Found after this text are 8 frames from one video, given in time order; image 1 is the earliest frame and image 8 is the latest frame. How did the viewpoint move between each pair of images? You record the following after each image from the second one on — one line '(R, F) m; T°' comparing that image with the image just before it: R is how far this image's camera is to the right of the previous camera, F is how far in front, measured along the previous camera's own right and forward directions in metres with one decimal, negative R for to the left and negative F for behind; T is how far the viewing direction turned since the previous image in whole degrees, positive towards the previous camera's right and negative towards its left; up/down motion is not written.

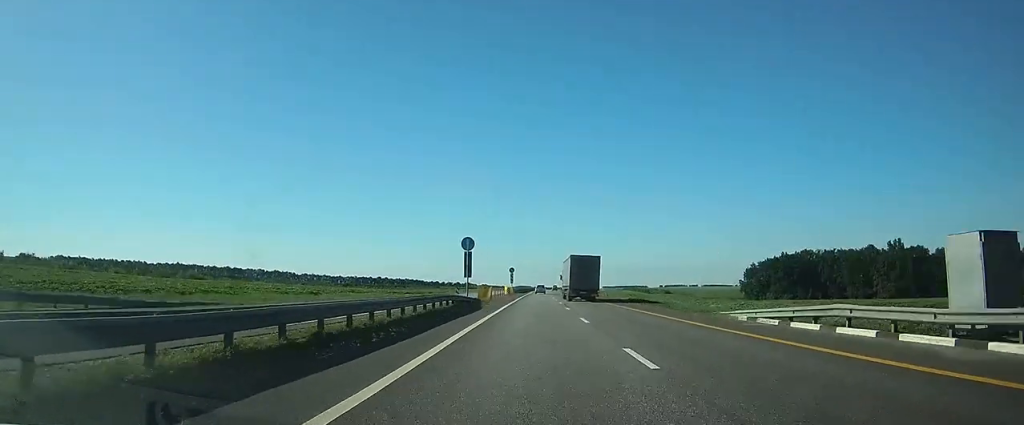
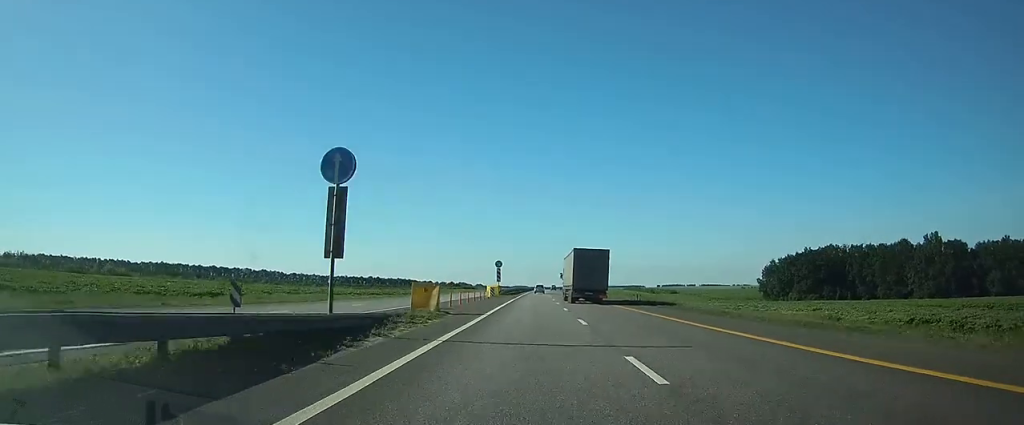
(+0.2, +25.7) m; 0°
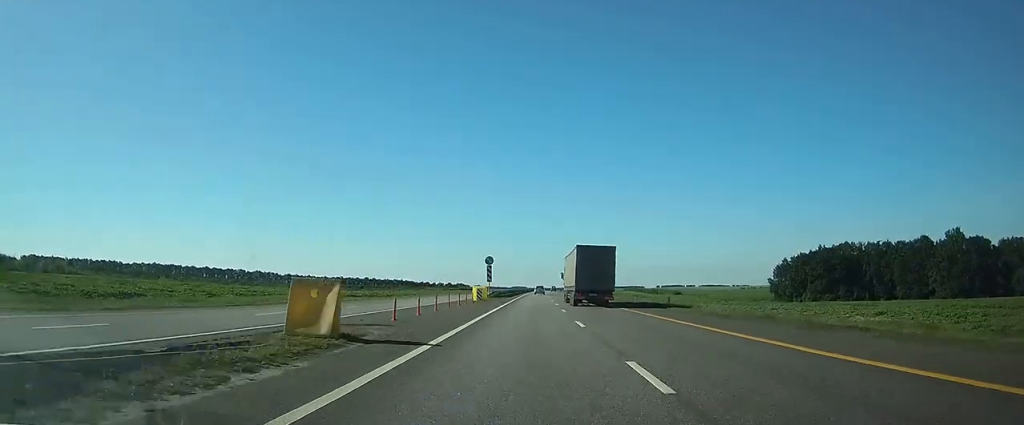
(0.0, +12.8) m; 0°
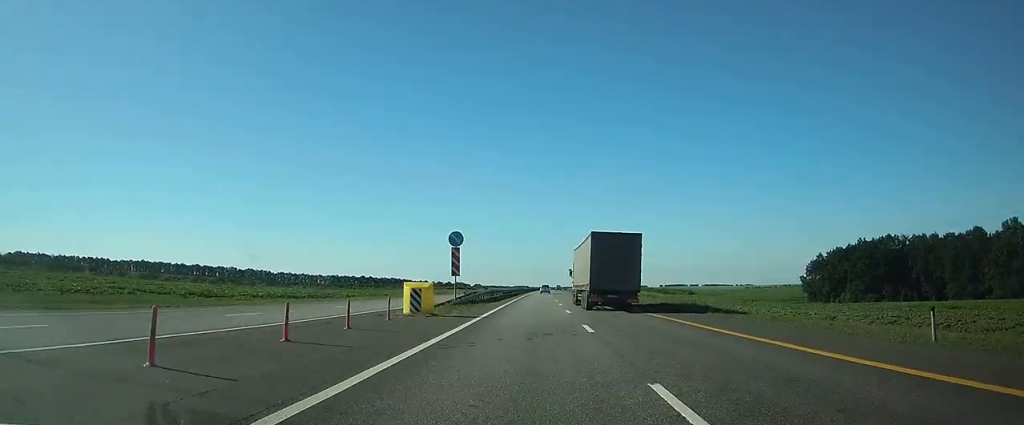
(0.0, +26.8) m; 0°
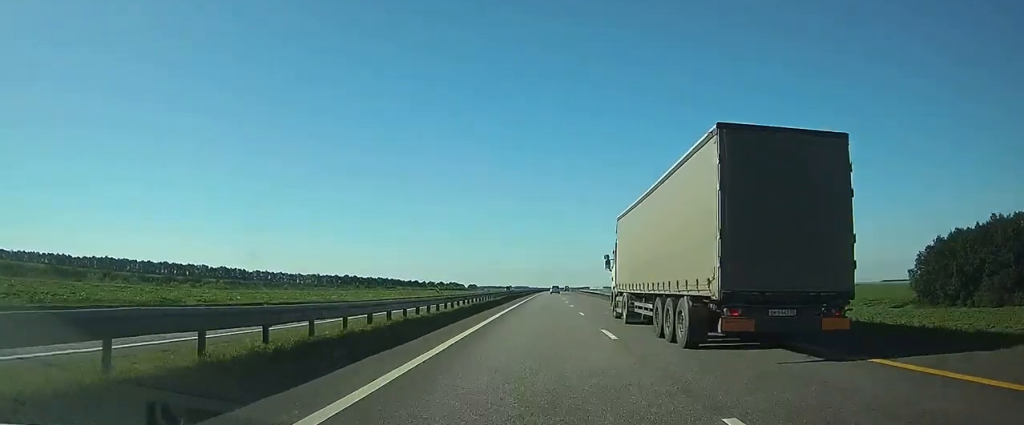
(0.0, +62.9) m; 0°
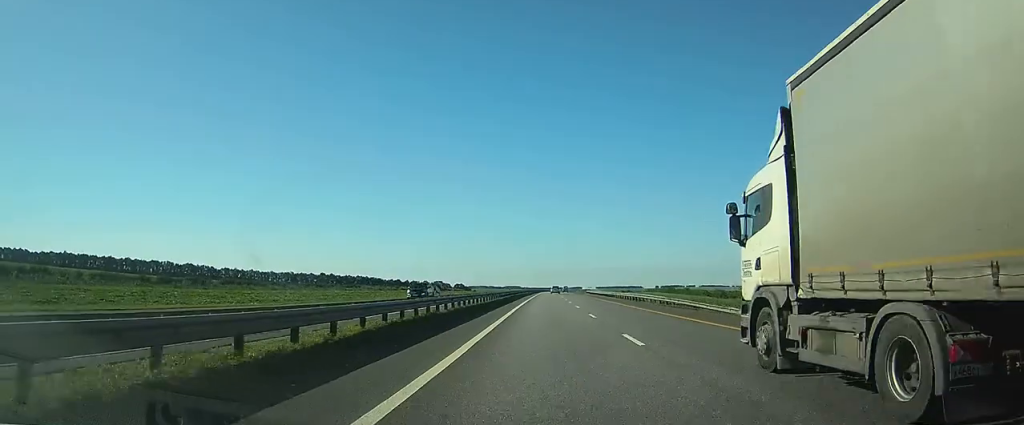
(-0.1, +49.9) m; 0°
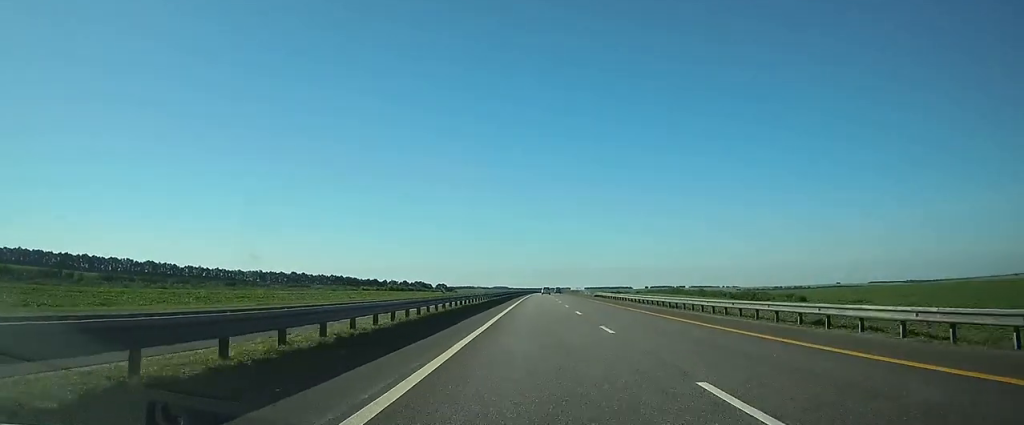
(+0.5, +44.4) m; +1°
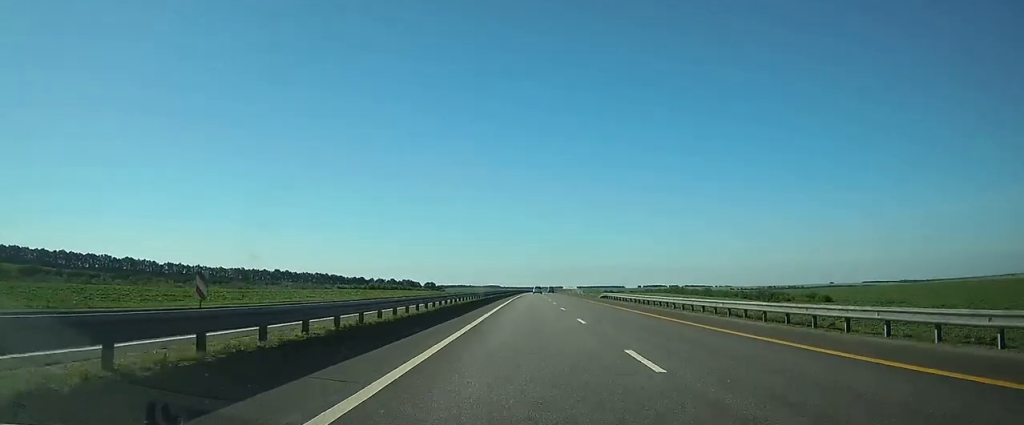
(0.0, +20.0) m; 0°
